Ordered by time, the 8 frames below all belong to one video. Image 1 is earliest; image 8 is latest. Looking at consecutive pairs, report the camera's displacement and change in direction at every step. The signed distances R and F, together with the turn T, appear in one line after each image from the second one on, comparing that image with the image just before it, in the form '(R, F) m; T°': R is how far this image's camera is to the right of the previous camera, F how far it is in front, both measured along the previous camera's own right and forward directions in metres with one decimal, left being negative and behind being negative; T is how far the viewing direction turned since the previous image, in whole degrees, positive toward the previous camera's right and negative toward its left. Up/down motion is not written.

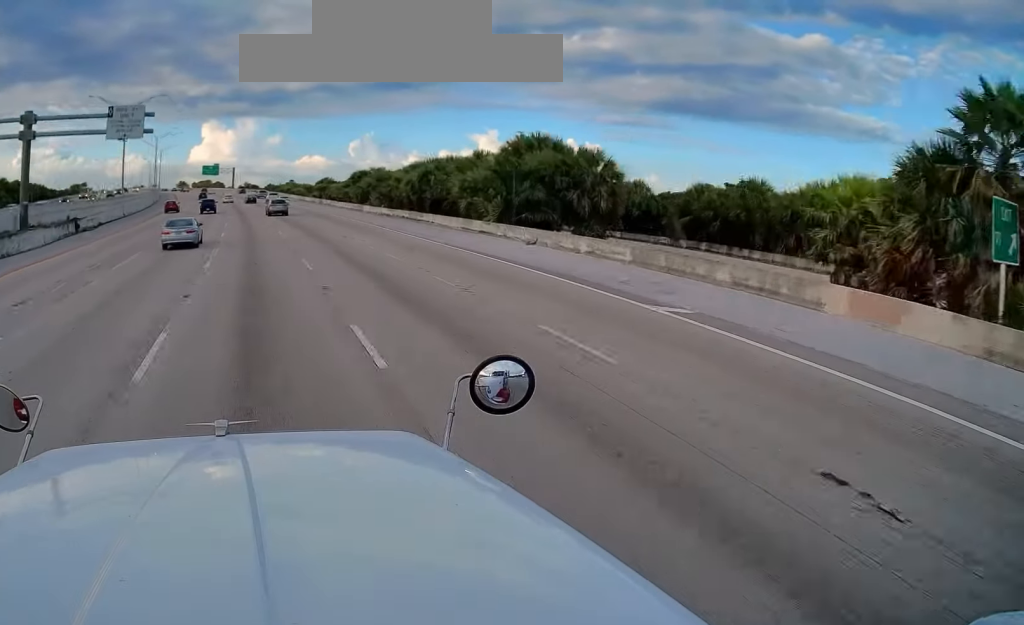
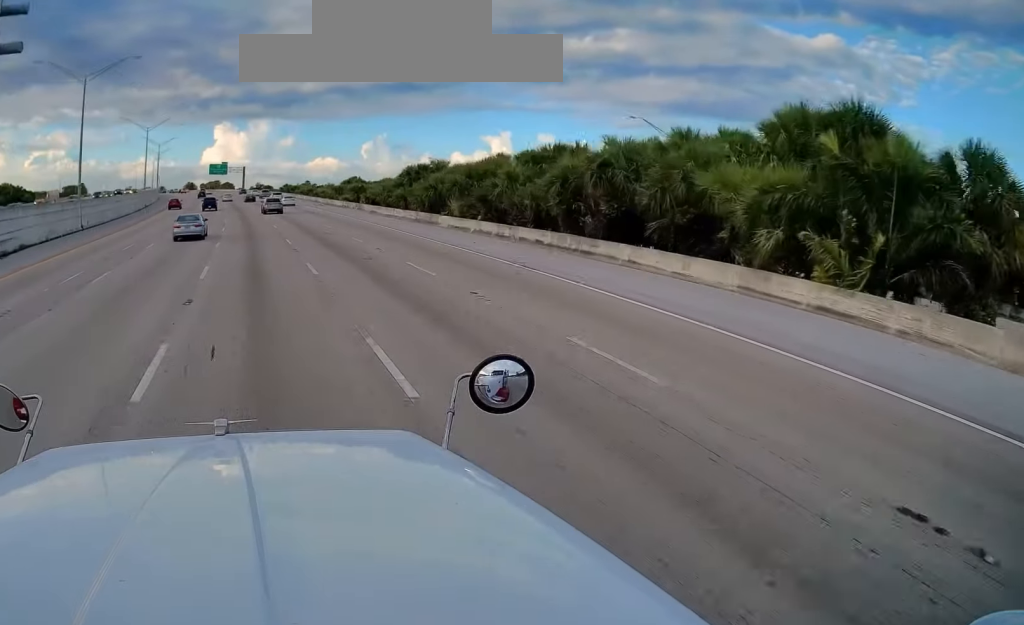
(-0.1, +28.2) m; -1°
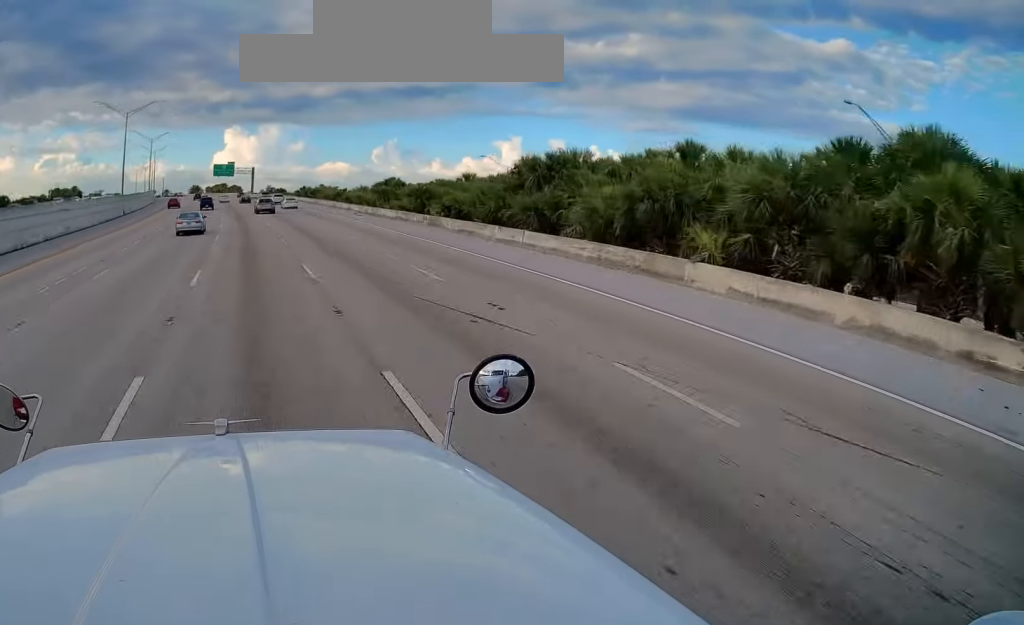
(-0.4, +28.7) m; -1°
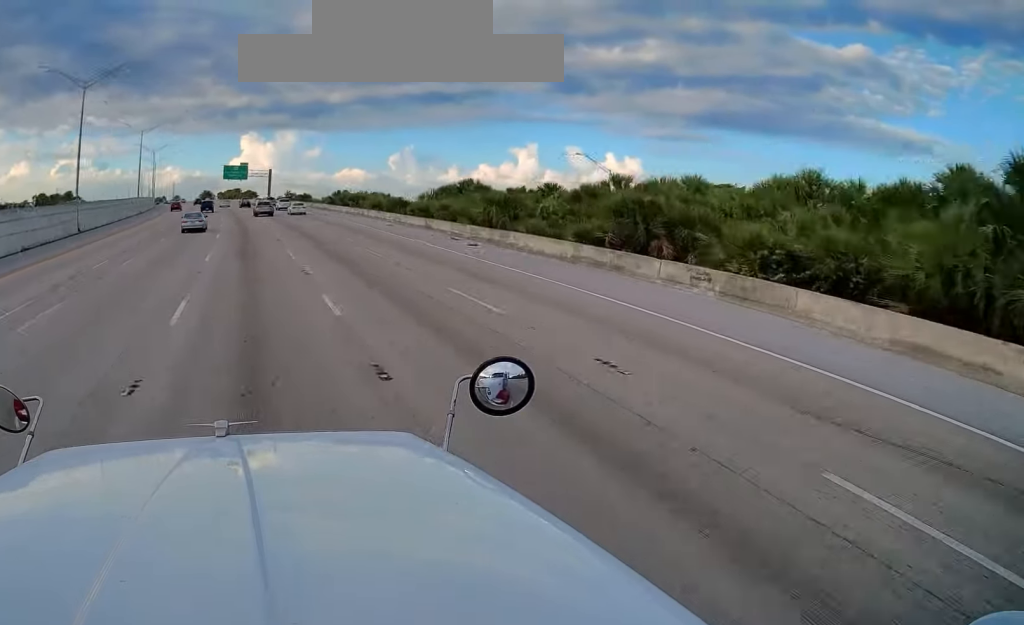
(-0.4, +31.6) m; -2°
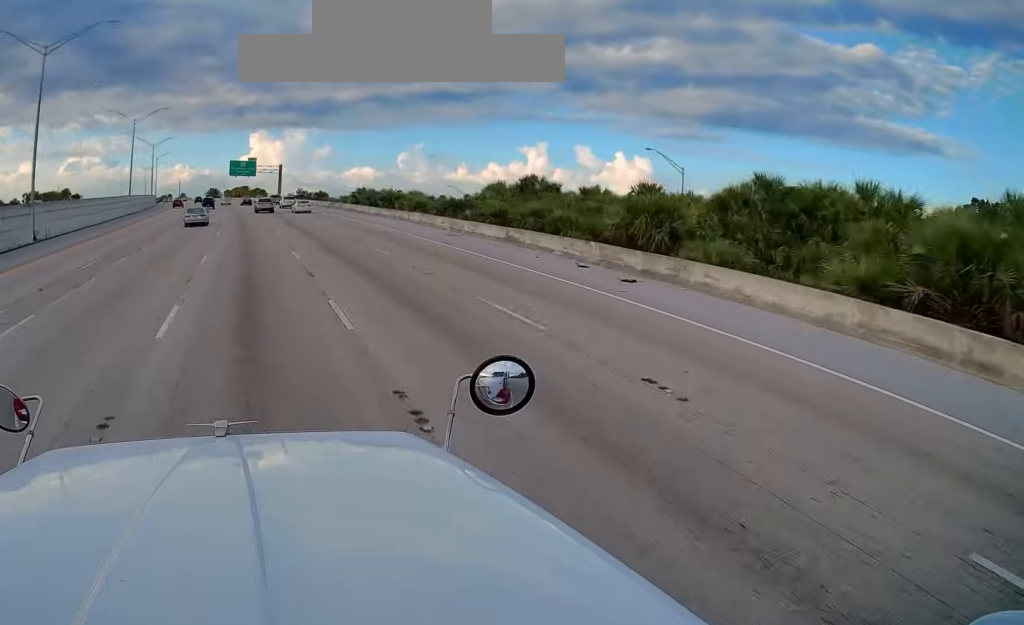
(-0.3, +14.8) m; -1°
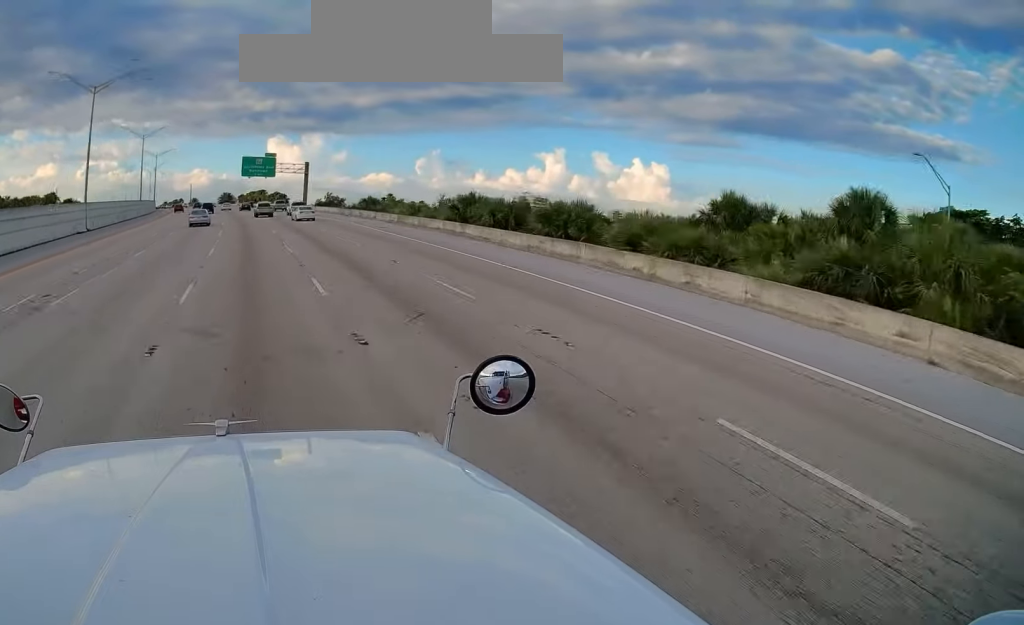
(-0.4, +33.9) m; -1°
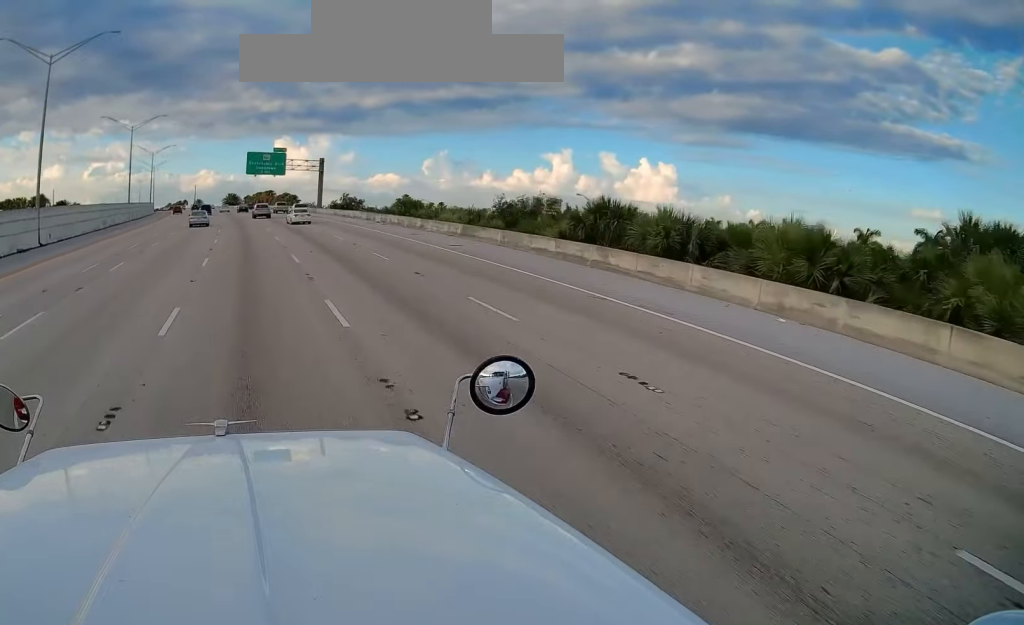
(0.0, +16.2) m; 0°
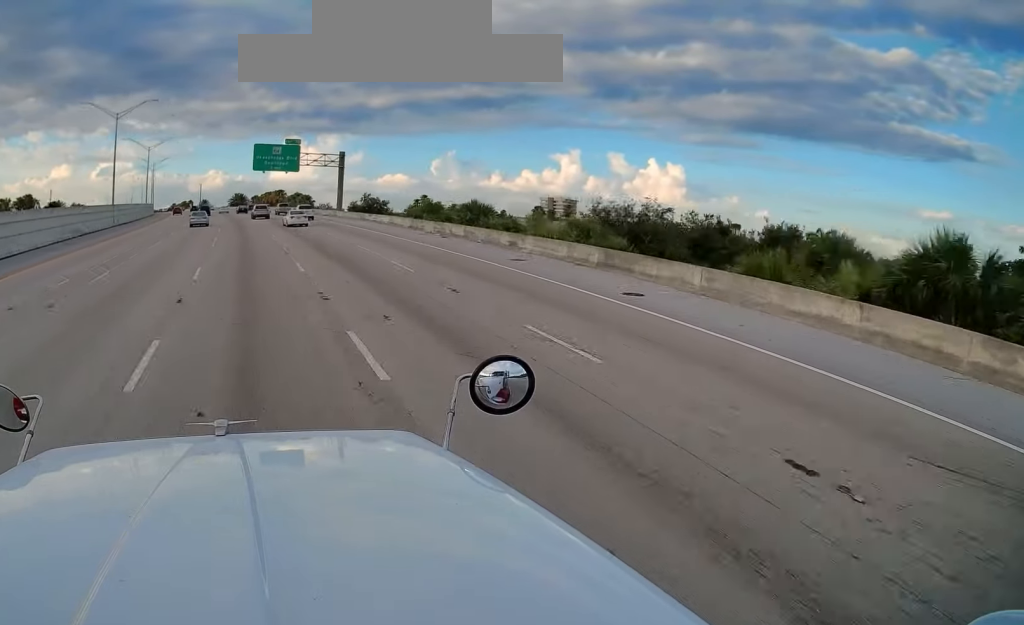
(+0.1, +16.2) m; -1°
